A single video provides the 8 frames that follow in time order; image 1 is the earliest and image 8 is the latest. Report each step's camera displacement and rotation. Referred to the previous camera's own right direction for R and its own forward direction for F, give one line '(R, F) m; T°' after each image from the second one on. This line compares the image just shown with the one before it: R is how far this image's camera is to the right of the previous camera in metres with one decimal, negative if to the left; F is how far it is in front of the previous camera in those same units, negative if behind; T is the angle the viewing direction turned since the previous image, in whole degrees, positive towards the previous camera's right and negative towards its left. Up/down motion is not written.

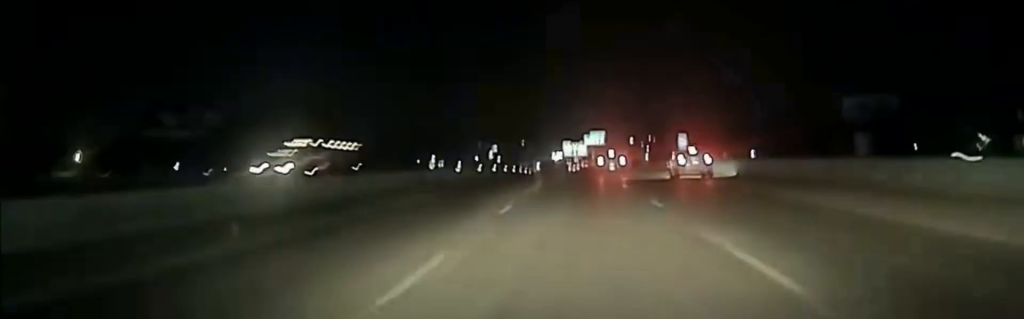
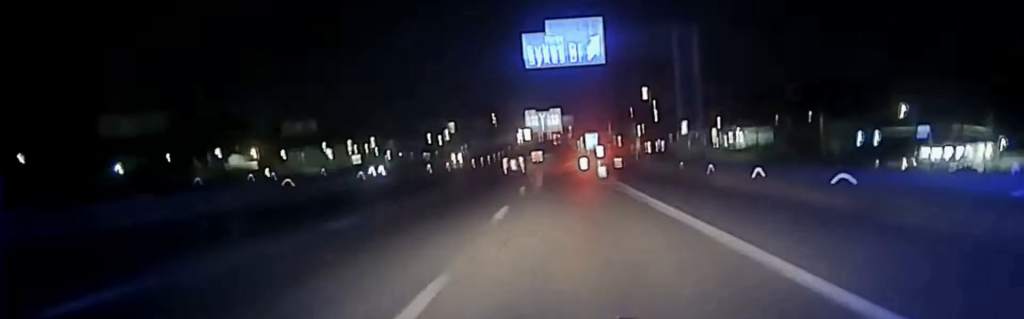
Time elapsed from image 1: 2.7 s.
(+2.1, +148.6) m; +2°
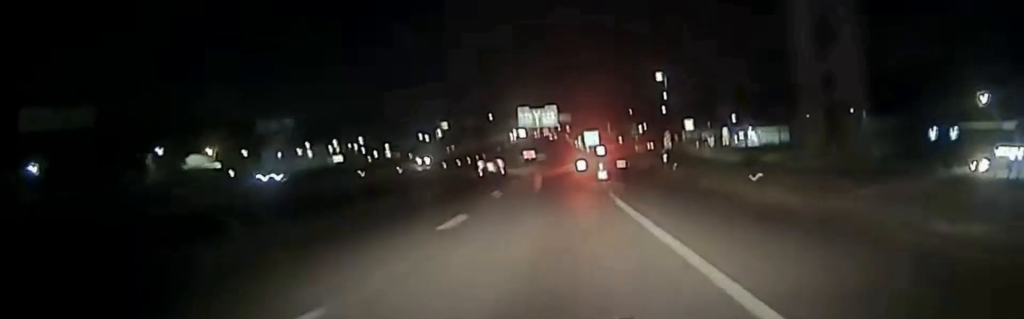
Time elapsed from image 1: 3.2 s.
(-0.2, +27.7) m; 0°
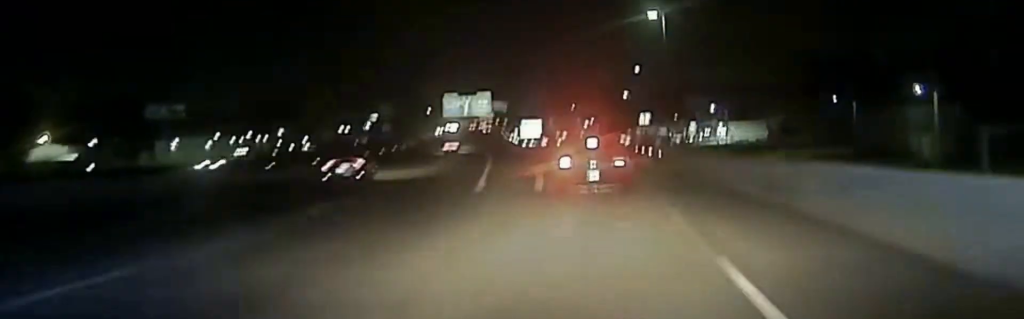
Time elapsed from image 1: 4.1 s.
(+0.8, +47.0) m; +1°
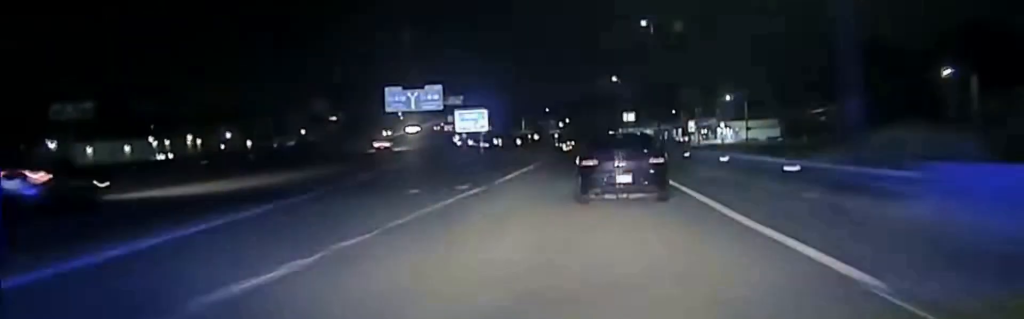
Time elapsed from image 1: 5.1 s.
(+0.2, +45.3) m; +2°
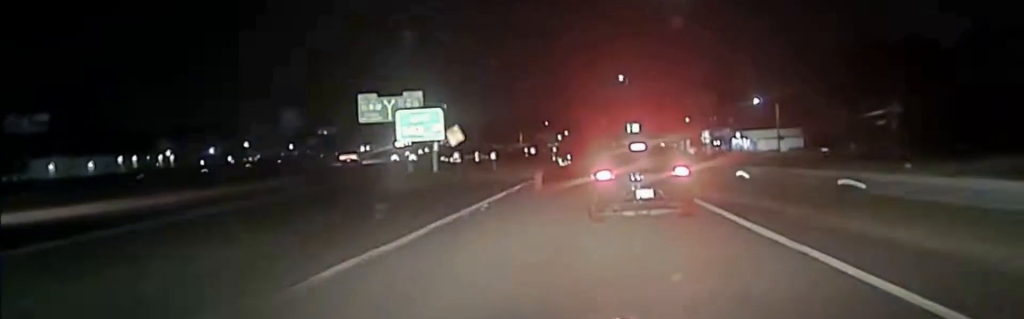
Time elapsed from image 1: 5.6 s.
(+0.5, +23.1) m; +1°
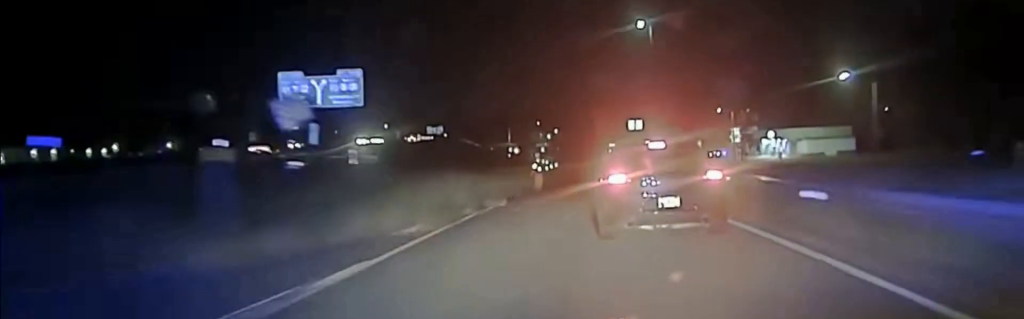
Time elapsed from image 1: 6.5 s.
(+0.7, +39.9) m; +1°
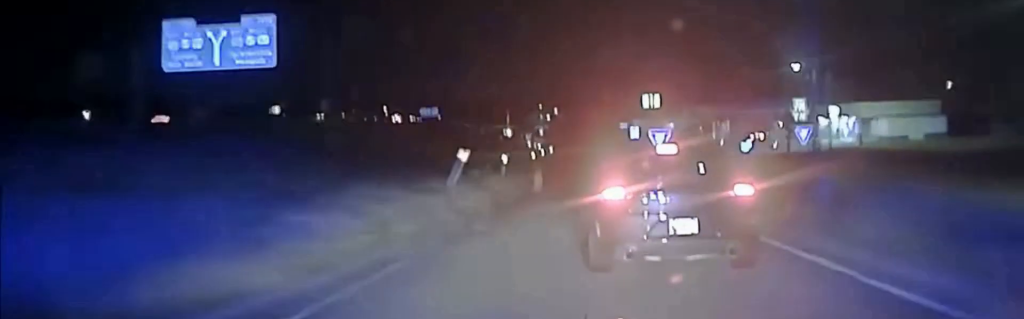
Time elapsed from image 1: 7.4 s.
(+0.1, +36.8) m; 0°
